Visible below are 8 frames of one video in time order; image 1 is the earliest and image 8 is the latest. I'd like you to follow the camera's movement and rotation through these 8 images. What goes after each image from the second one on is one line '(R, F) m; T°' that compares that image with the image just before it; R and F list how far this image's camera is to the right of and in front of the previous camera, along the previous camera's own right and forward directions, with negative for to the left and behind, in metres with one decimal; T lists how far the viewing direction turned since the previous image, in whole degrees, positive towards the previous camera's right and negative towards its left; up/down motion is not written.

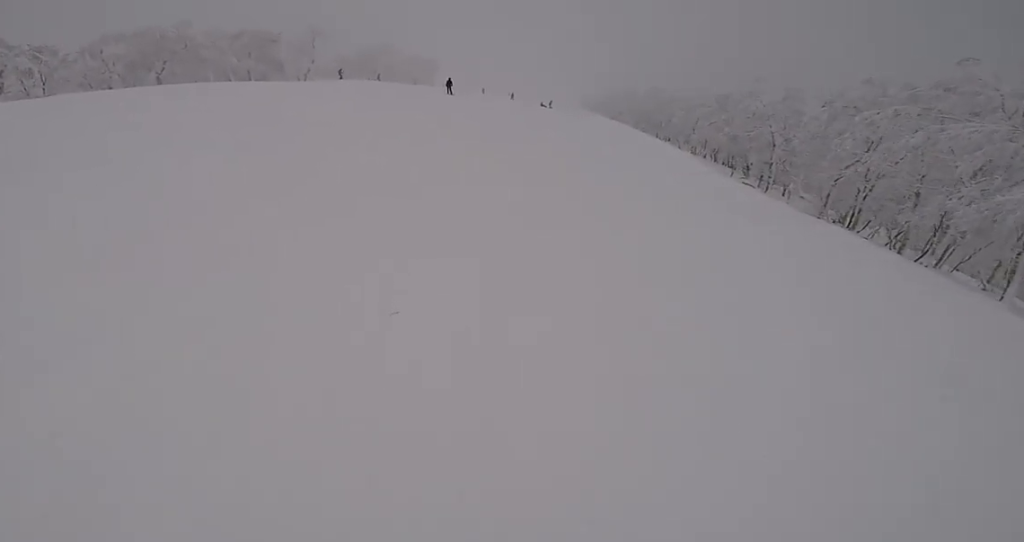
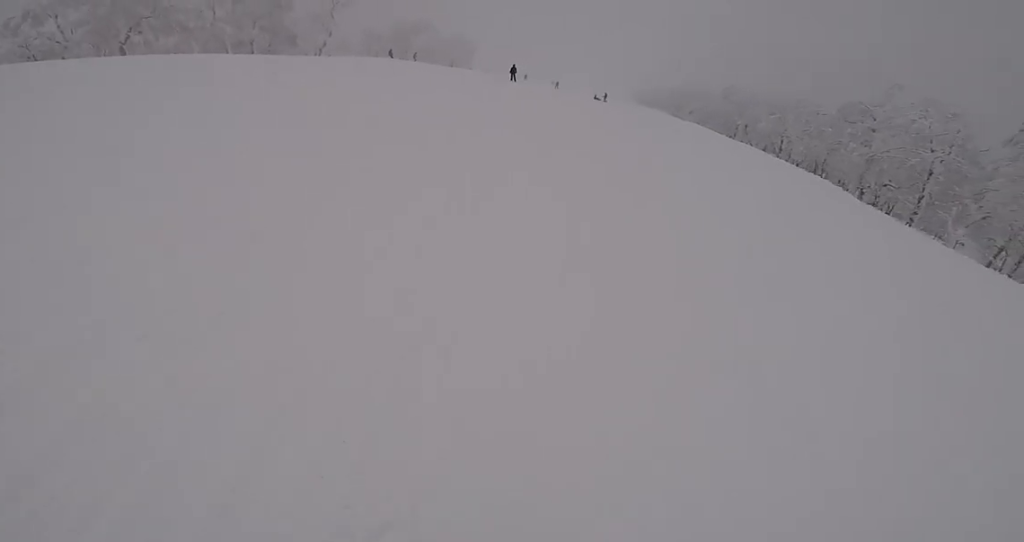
(+1.1, +8.9) m; +4°
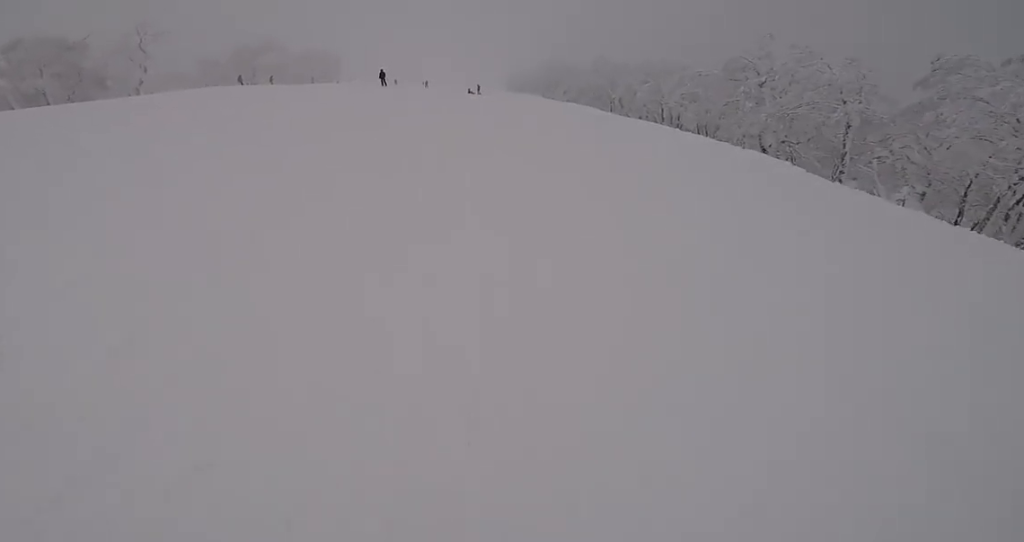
(-0.8, +5.2) m; 0°
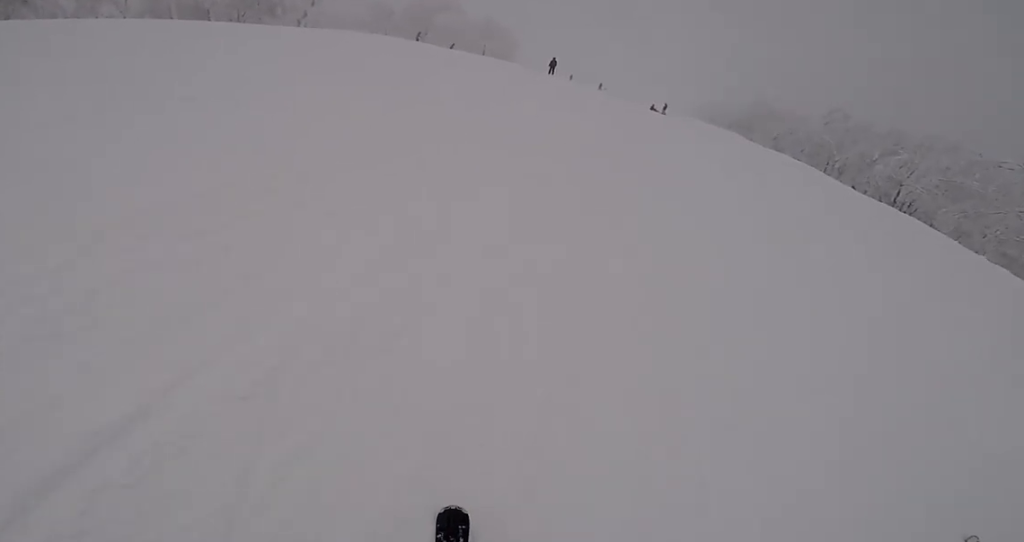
(+0.6, +5.6) m; 0°
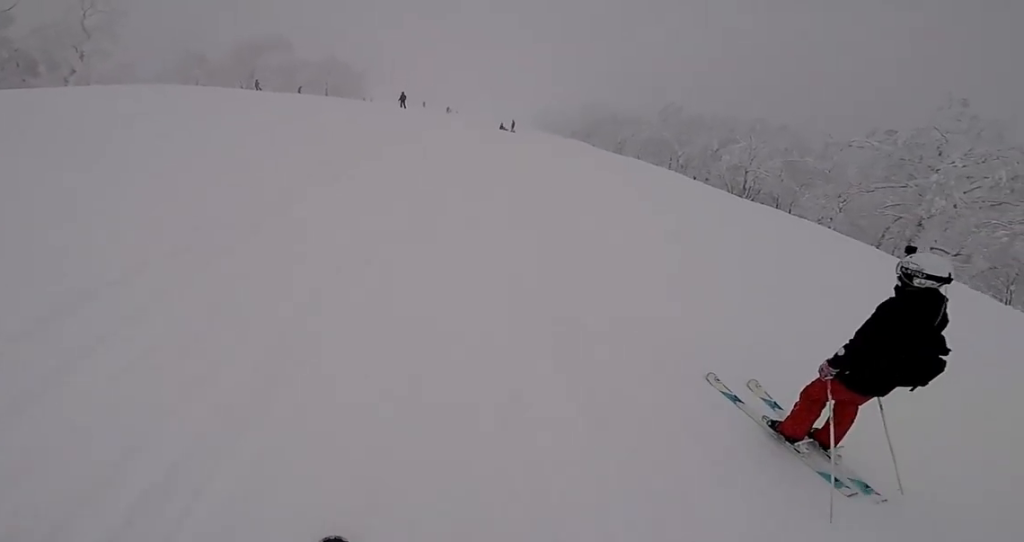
(-0.4, +5.1) m; 0°
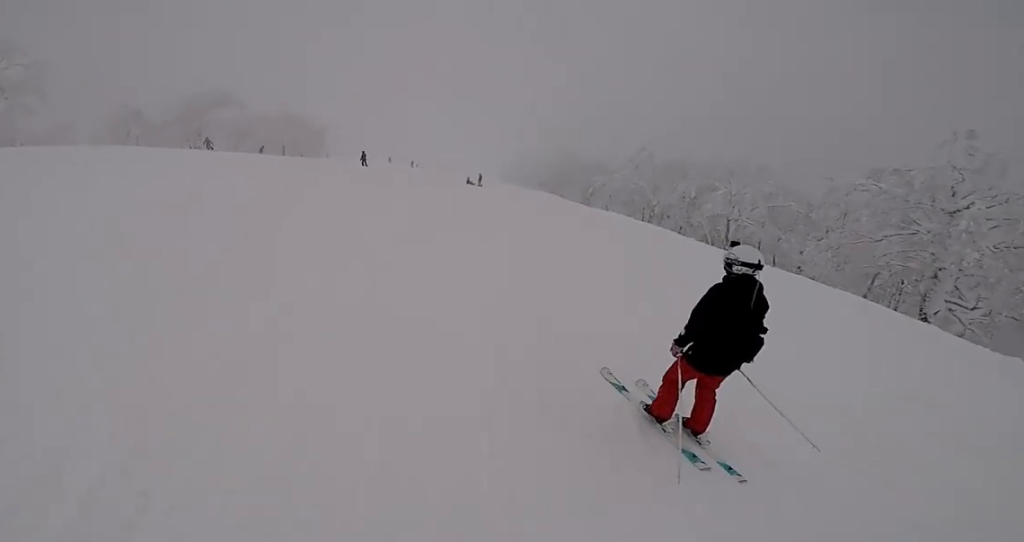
(-0.2, +3.3) m; +1°
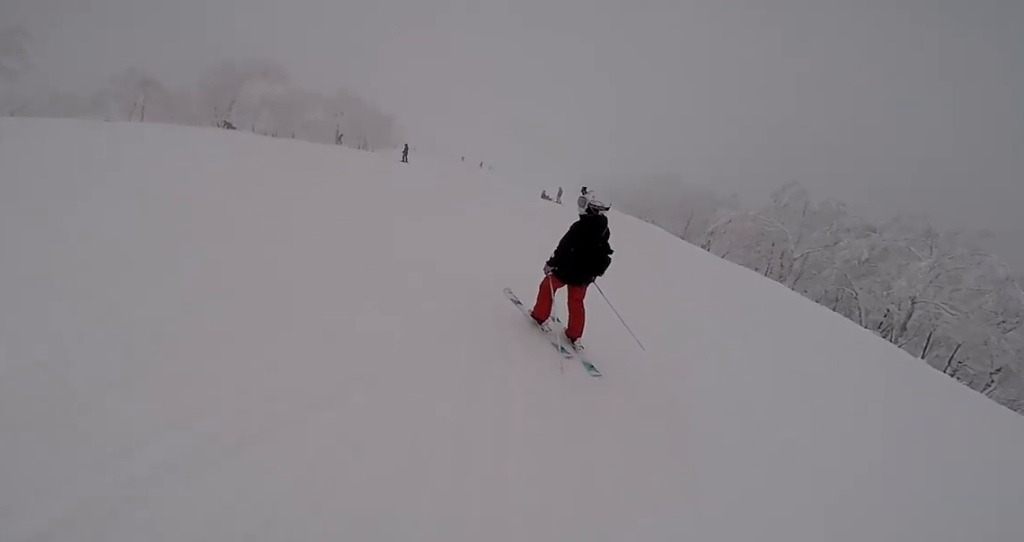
(+0.5, +9.7) m; +3°
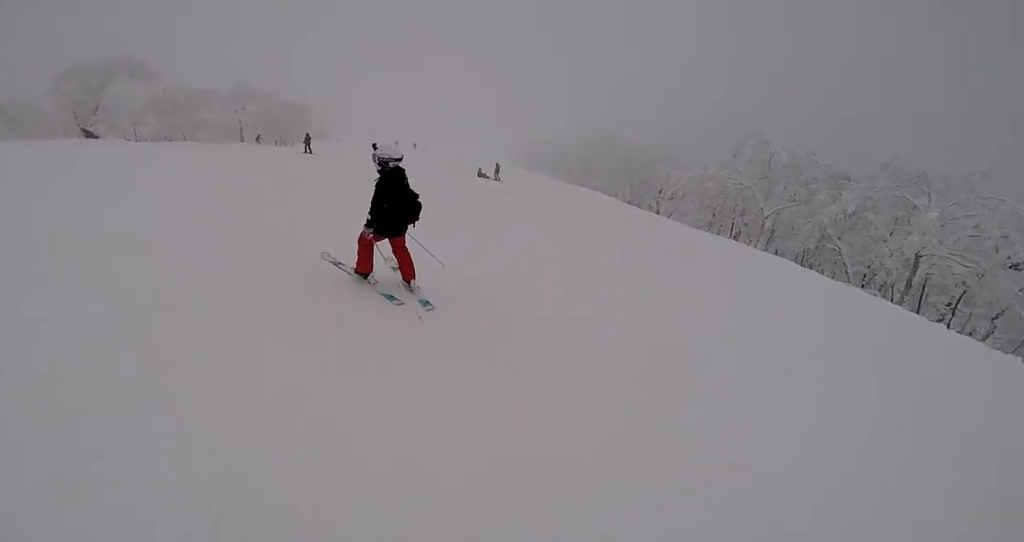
(+0.5, +5.0) m; +5°
